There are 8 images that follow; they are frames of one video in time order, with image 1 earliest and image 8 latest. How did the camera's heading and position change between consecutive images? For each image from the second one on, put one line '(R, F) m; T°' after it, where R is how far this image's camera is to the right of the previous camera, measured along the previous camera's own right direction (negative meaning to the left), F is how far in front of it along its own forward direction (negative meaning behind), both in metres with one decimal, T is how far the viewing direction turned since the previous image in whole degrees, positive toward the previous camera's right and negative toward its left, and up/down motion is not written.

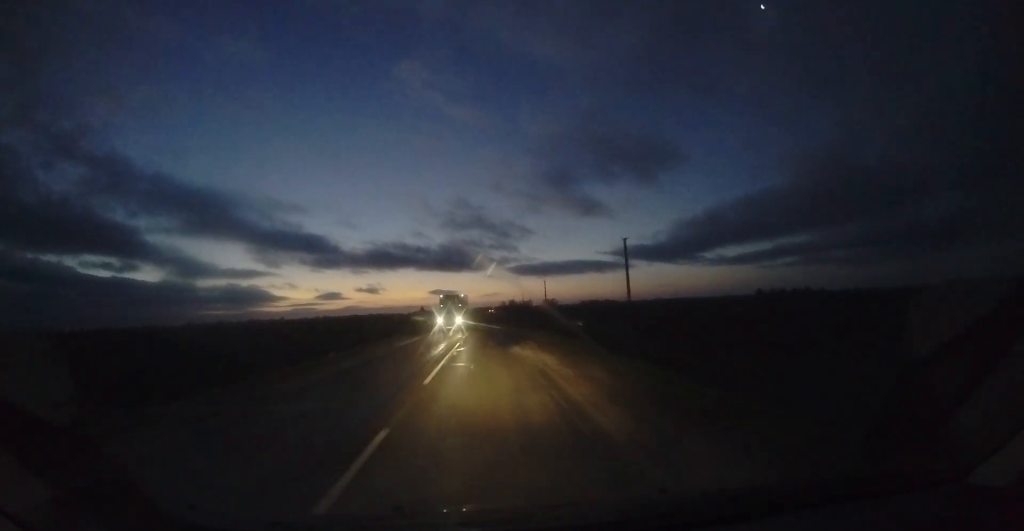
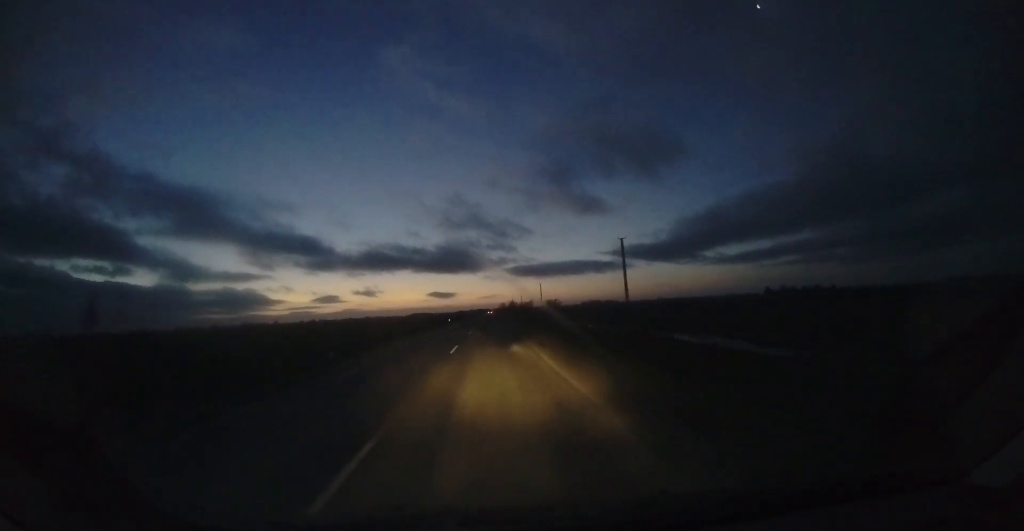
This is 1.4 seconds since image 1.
(0.0, +36.3) m; +1°
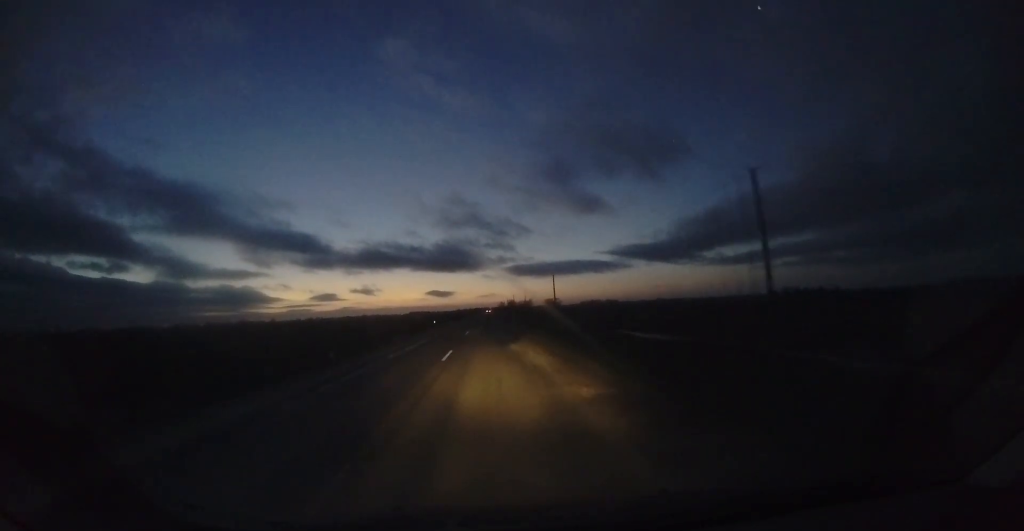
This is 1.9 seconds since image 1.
(+0.1, +13.7) m; 0°
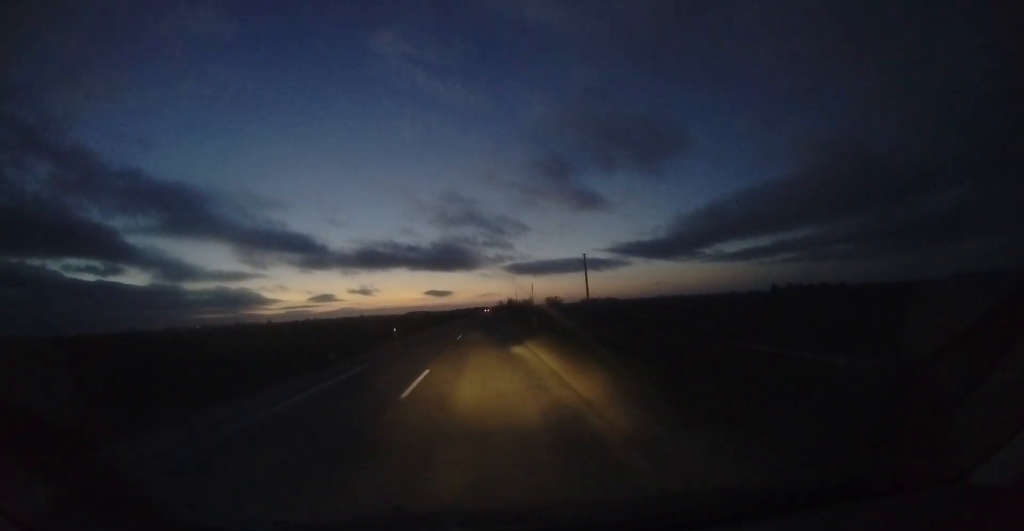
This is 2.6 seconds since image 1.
(+0.1, +17.1) m; 0°
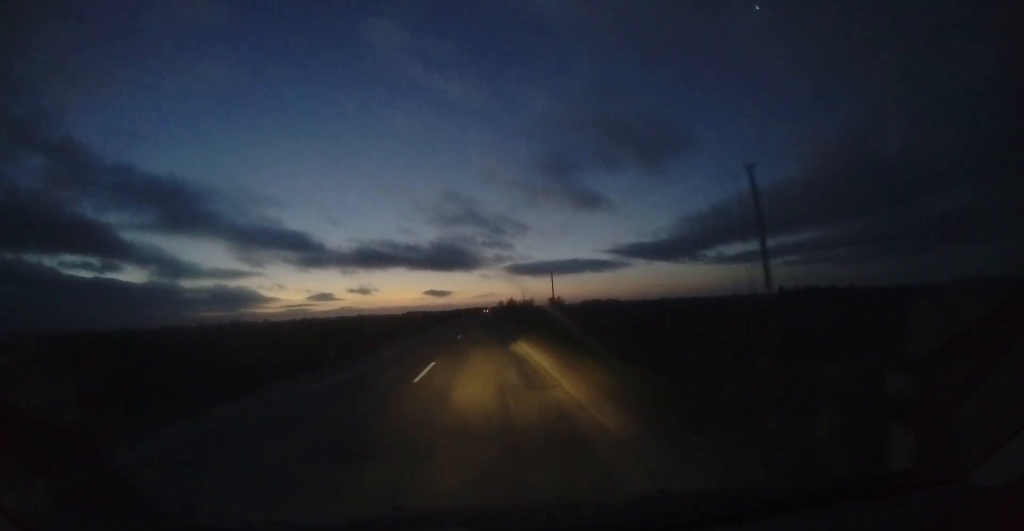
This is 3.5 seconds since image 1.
(-0.5, +22.2) m; 0°
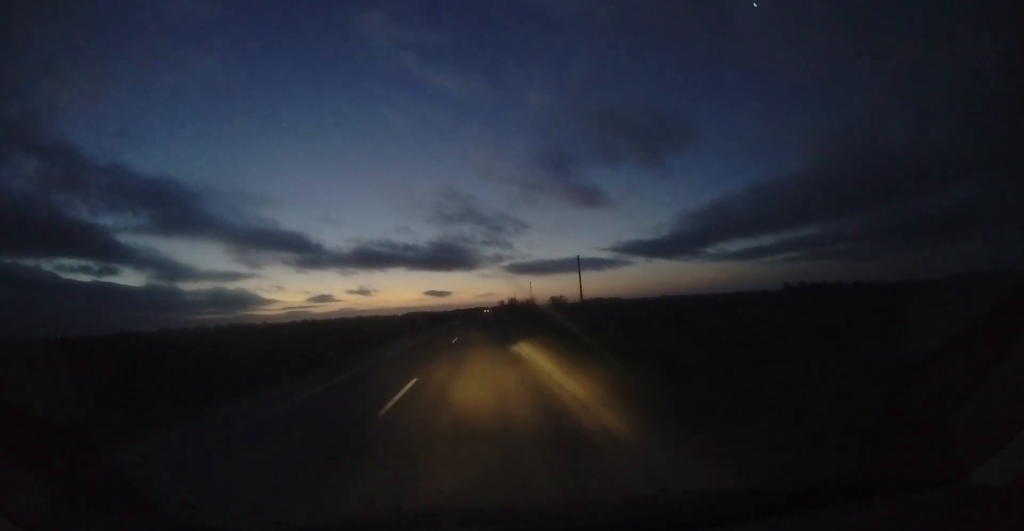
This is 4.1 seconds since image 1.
(+0.3, +14.9) m; 0°
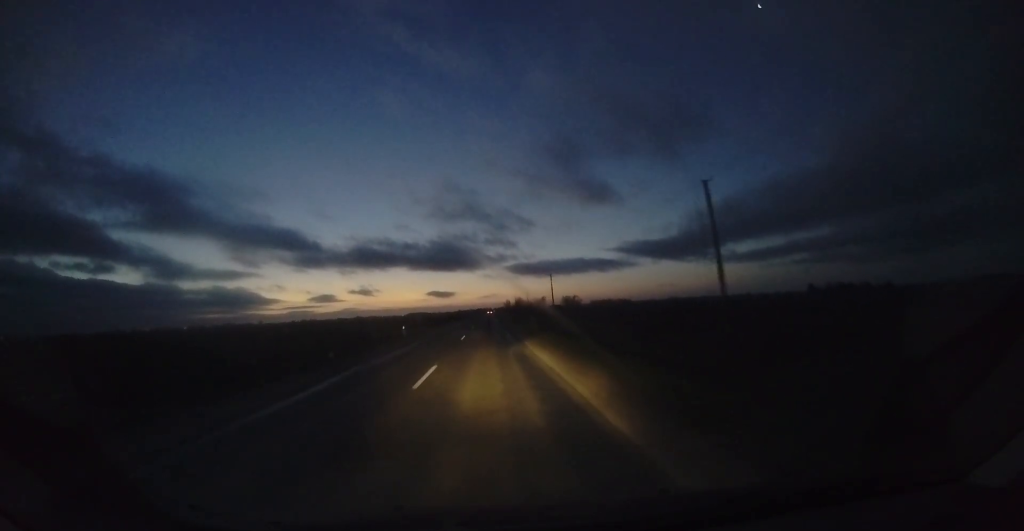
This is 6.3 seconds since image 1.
(+0.3, +57.5) m; +1°
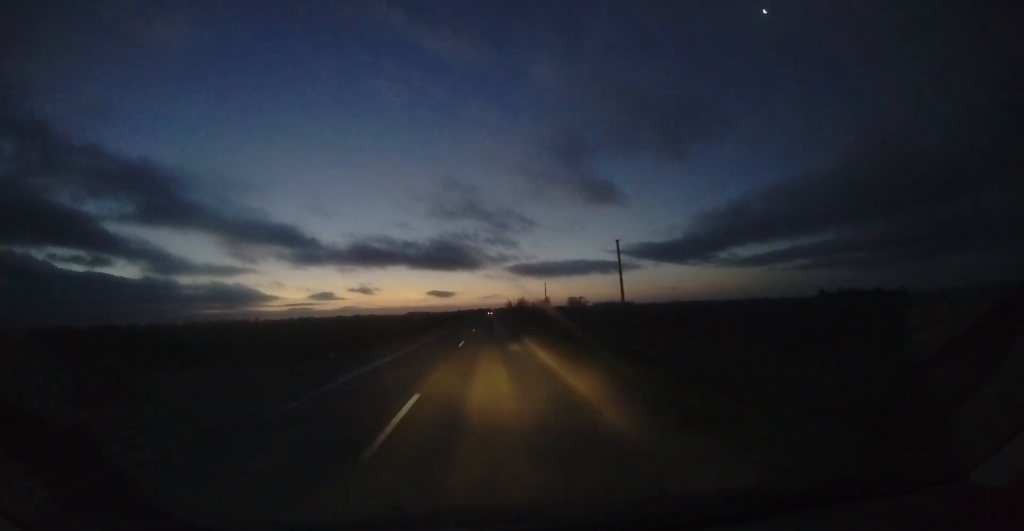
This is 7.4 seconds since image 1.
(0.0, +27.4) m; 0°
